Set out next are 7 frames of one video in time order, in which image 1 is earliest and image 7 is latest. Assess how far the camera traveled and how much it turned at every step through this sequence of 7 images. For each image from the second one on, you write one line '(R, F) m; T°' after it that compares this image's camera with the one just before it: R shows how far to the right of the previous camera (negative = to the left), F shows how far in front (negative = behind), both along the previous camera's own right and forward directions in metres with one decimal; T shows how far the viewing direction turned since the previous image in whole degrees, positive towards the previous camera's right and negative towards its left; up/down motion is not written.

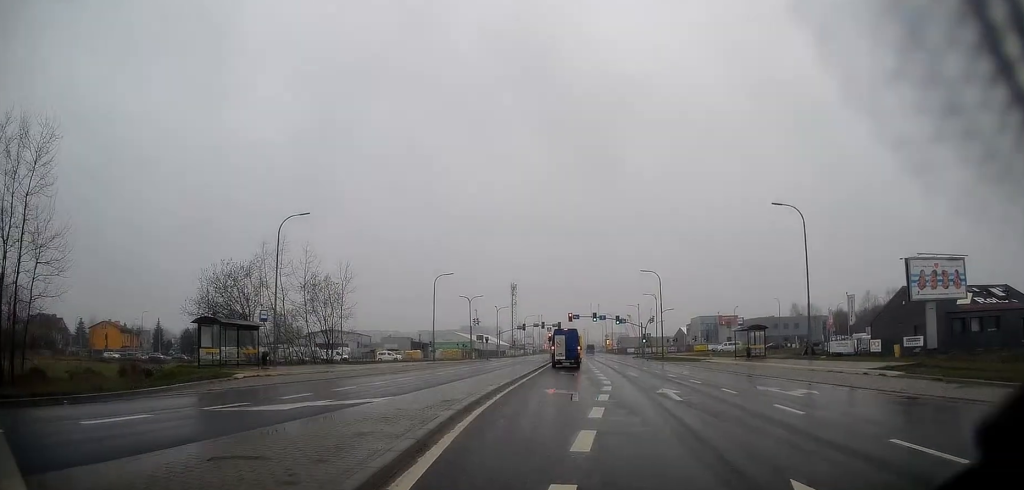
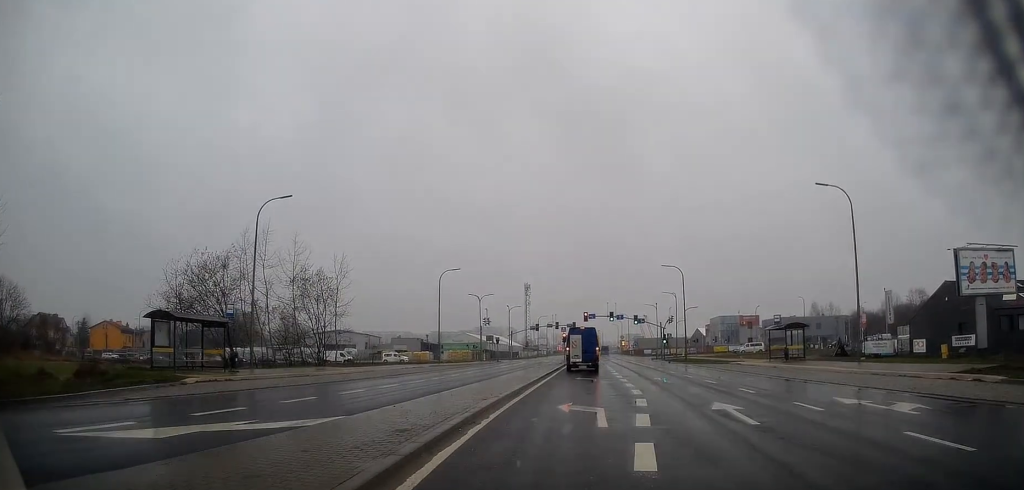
(-0.2, +5.3) m; -2°
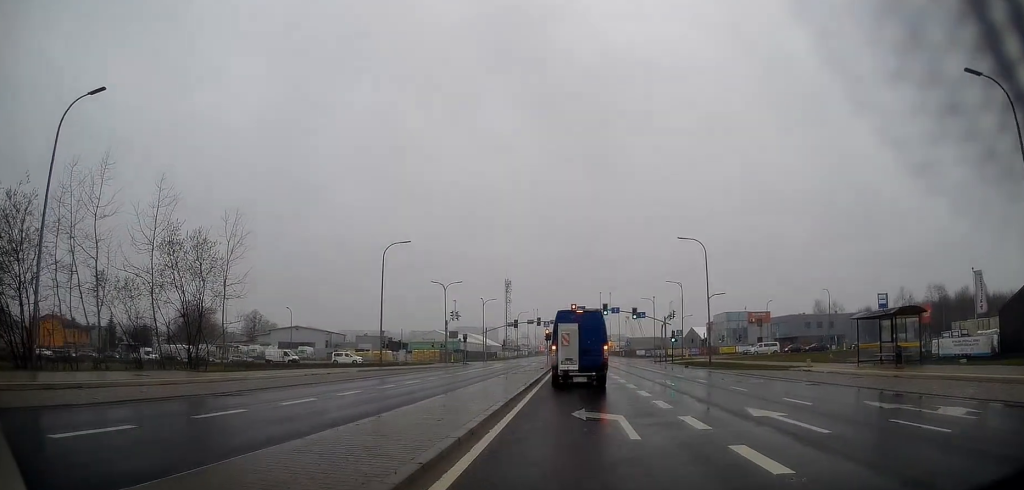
(-0.2, +16.0) m; +3°
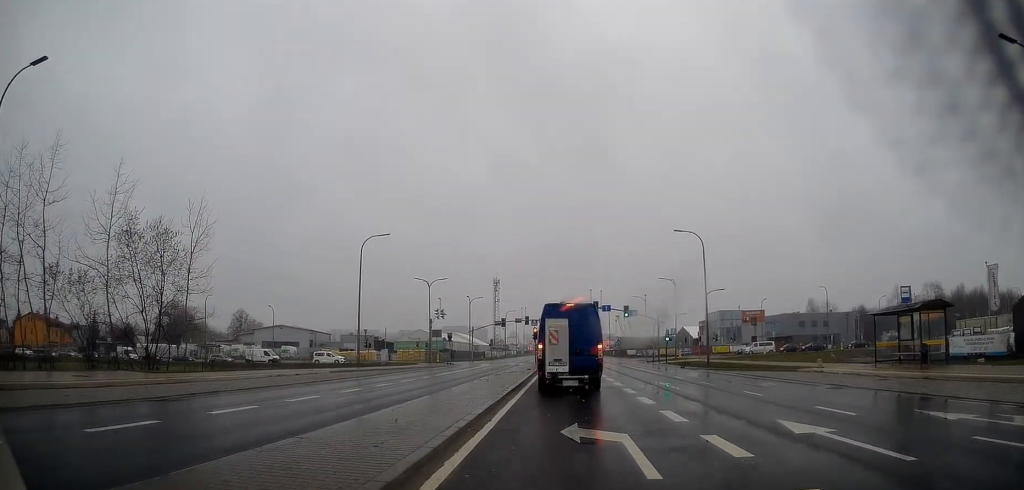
(+0.1, +2.4) m; +1°
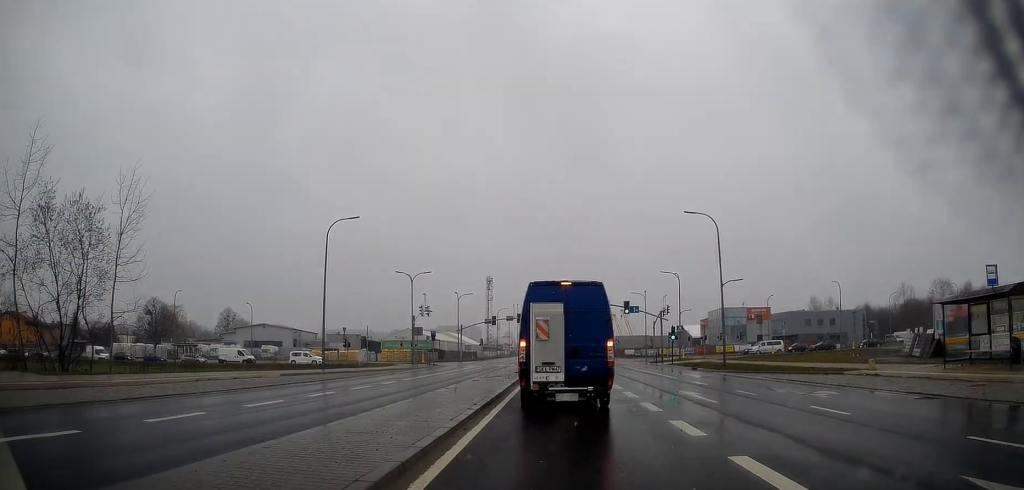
(+0.1, +5.3) m; -2°
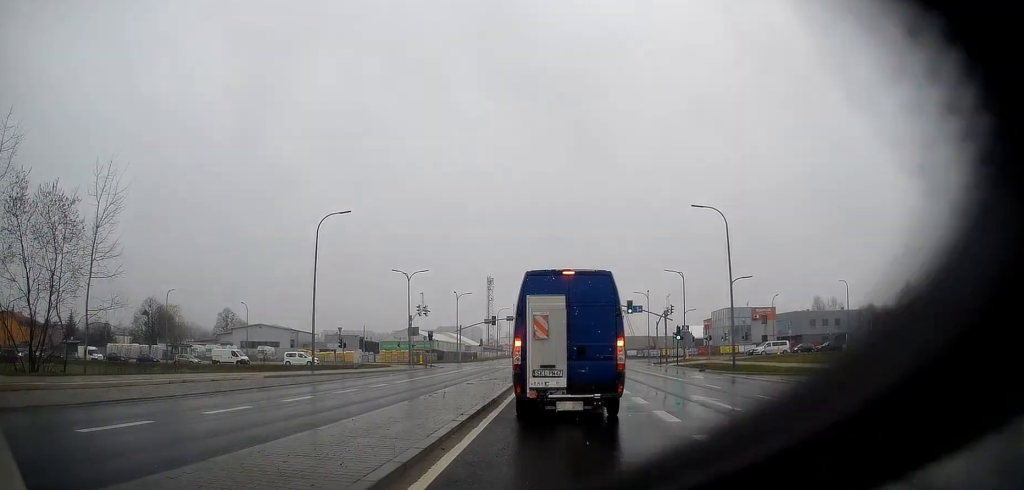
(-0.1, +1.7) m; +1°
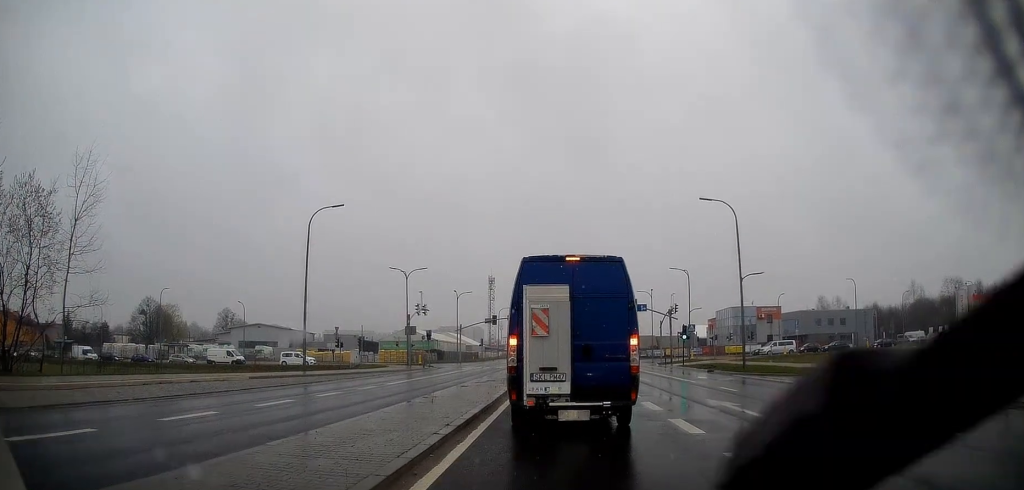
(+0.1, +1.3) m; 0°
